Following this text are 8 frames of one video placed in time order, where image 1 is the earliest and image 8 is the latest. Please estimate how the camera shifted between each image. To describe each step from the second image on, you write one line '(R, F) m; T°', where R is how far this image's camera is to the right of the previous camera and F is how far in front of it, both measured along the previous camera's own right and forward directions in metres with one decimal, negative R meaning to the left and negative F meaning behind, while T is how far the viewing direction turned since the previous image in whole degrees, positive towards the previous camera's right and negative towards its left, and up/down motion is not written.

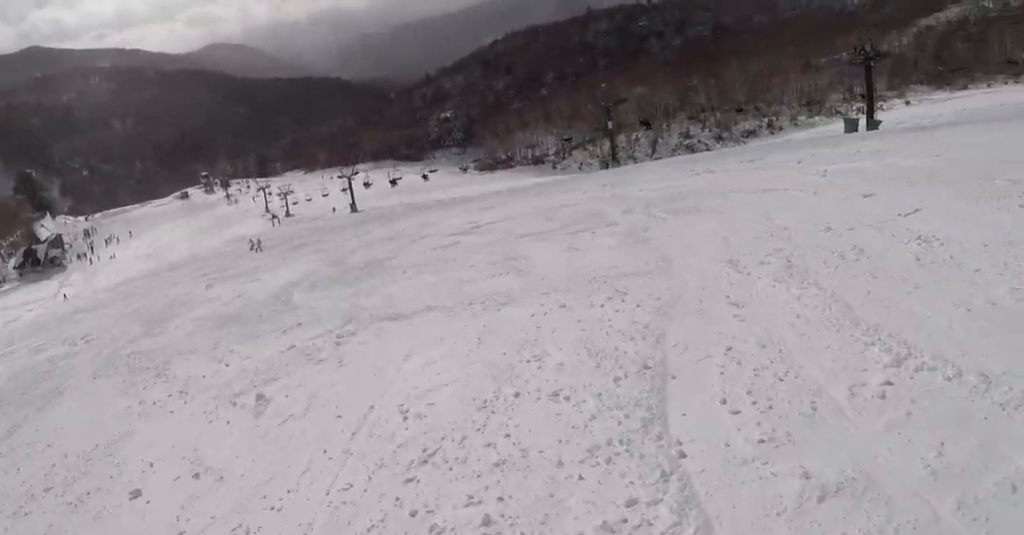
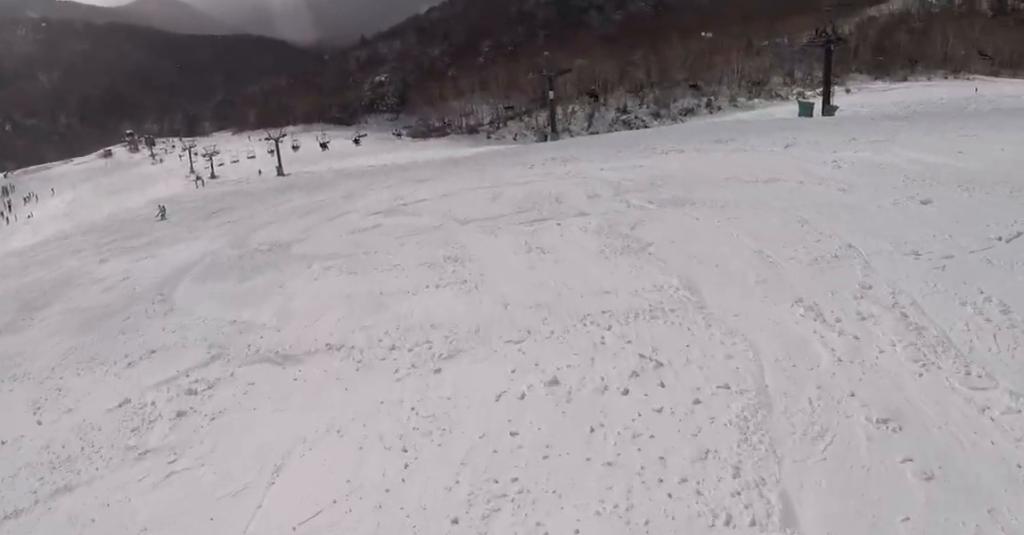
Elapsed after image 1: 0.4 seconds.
(+0.3, +2.5) m; -1°
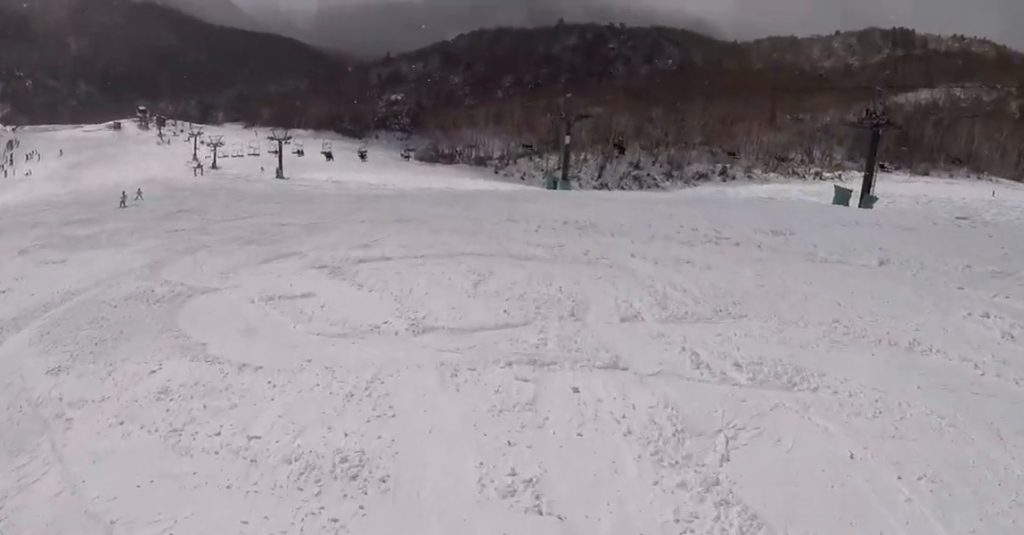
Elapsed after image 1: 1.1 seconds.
(-0.2, +4.1) m; -11°
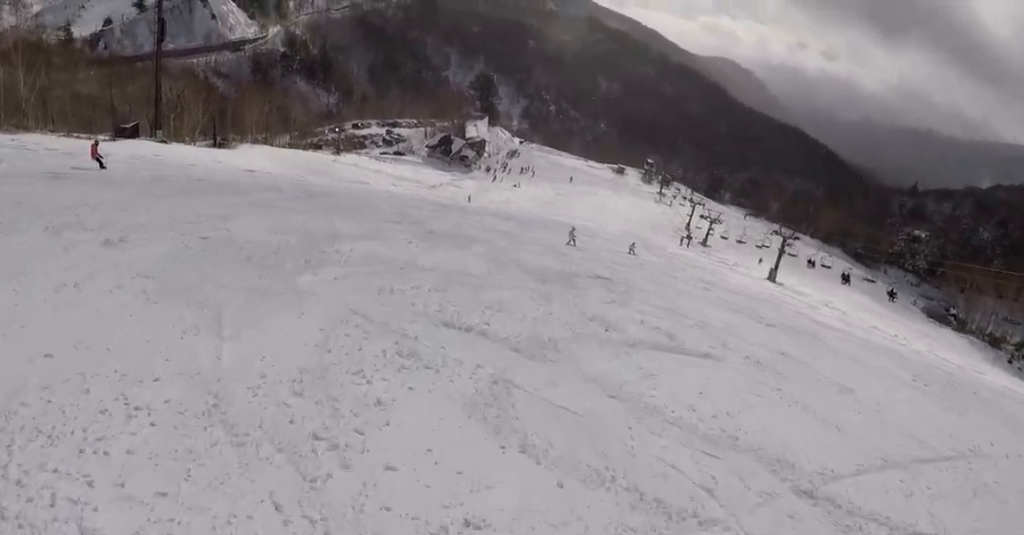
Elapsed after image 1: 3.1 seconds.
(-5.4, +12.1) m; -35°
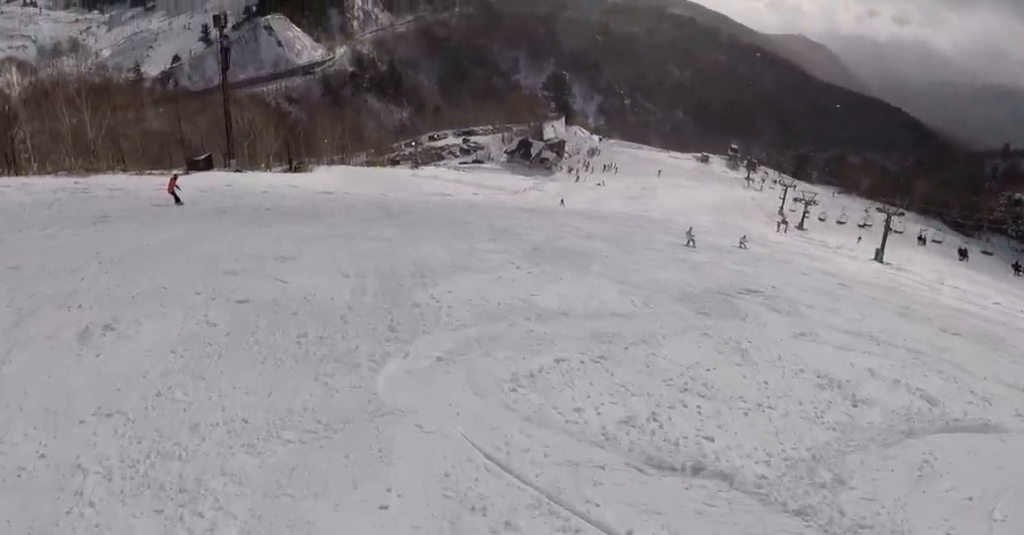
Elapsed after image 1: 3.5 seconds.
(0.0, +3.0) m; -1°
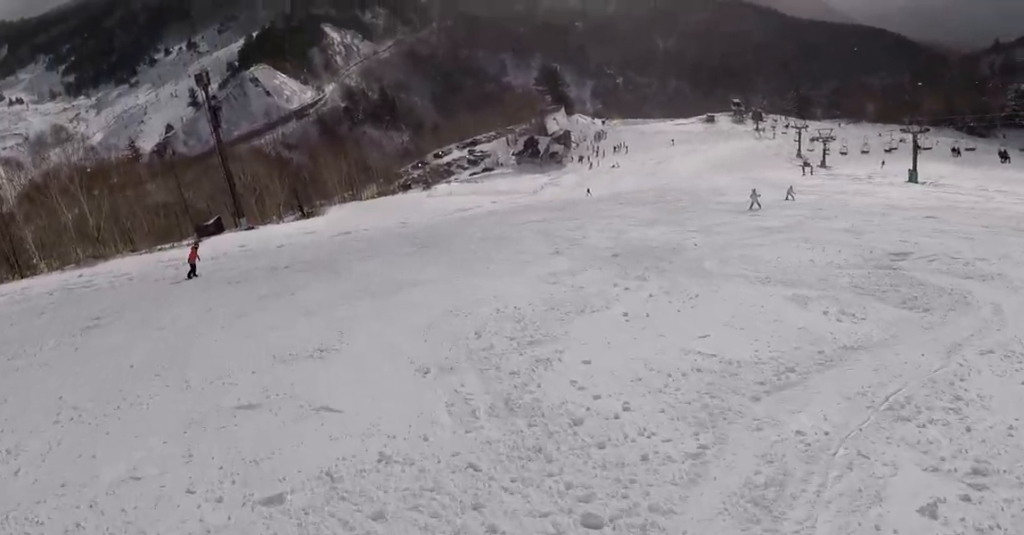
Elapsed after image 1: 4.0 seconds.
(0.0, +3.4) m; +5°
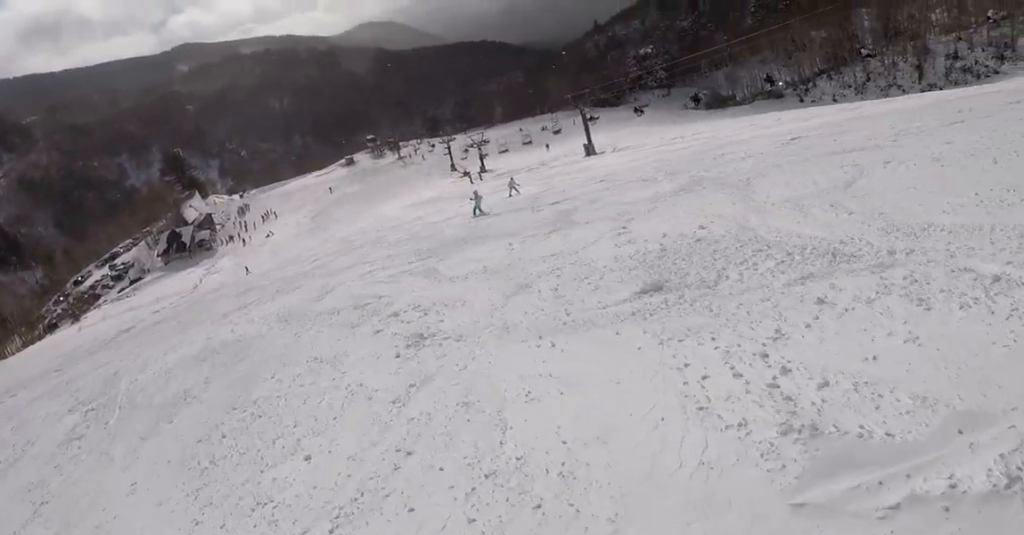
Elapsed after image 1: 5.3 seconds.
(+1.8, +9.2) m; +32°
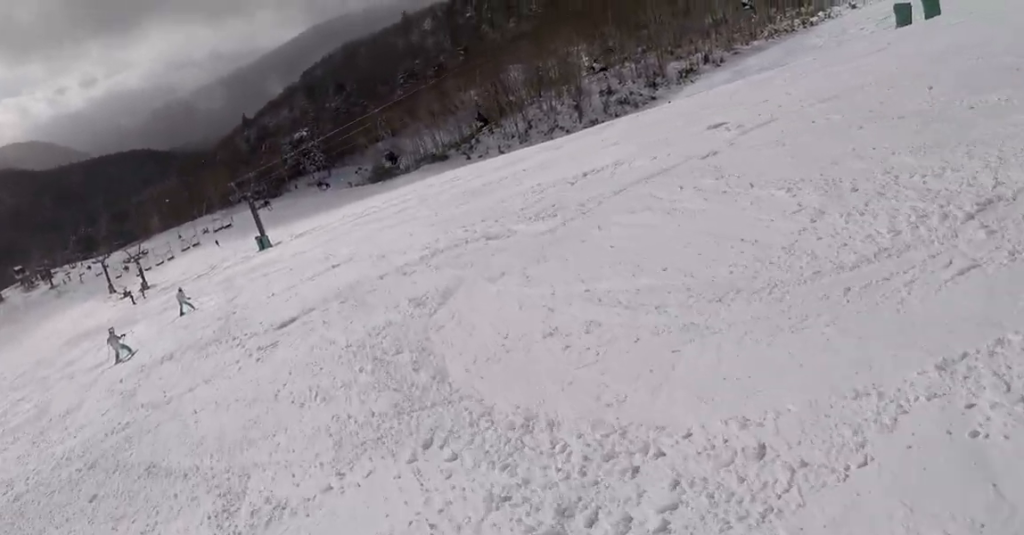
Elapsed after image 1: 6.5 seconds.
(+3.0, +8.8) m; +33°
